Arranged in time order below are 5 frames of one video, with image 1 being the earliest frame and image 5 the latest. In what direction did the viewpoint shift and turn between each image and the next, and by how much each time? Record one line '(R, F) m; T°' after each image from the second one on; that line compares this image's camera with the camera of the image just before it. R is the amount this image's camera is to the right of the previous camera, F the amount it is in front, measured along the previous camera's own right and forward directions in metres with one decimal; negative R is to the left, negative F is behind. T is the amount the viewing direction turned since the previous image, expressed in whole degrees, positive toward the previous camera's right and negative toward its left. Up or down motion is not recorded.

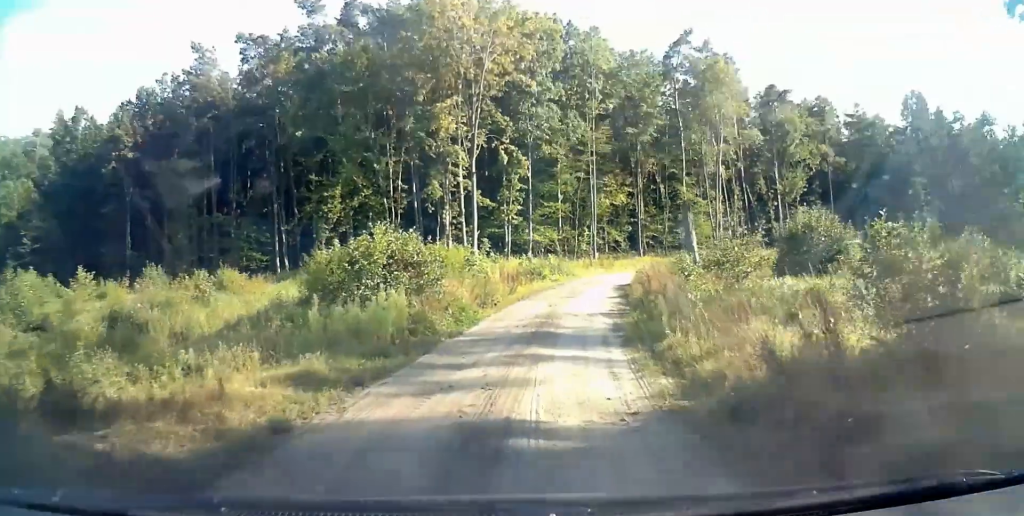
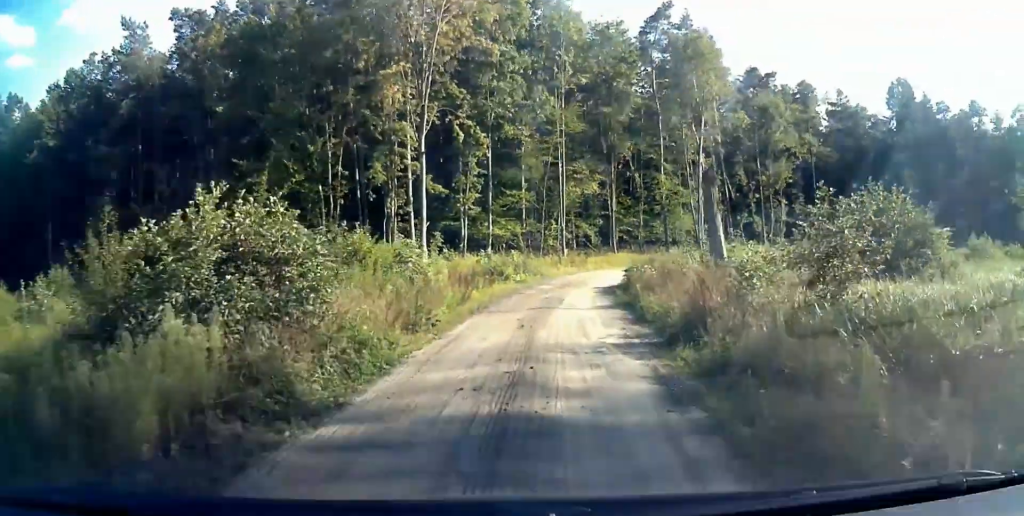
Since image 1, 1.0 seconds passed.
(+0.7, +7.5) m; +13°
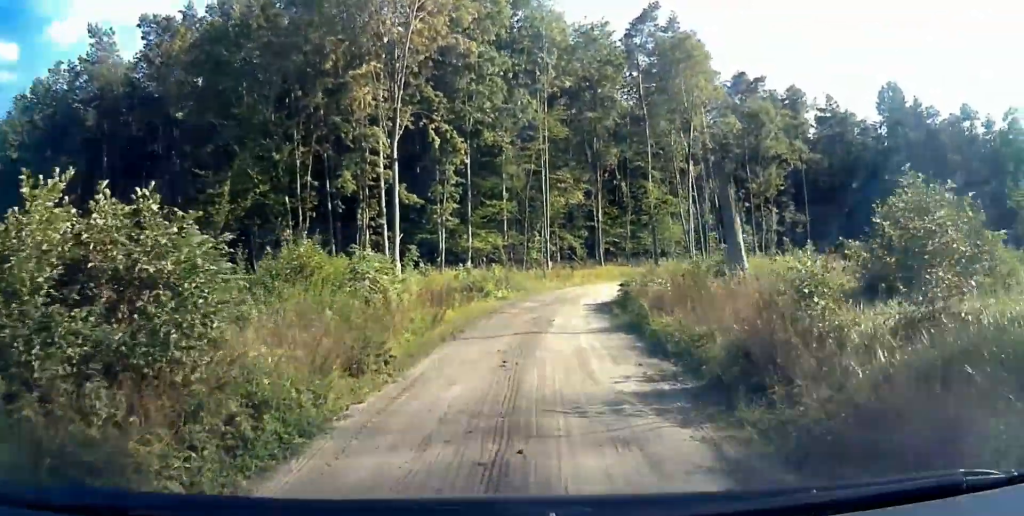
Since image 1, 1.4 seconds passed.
(+0.3, +3.0) m; +5°
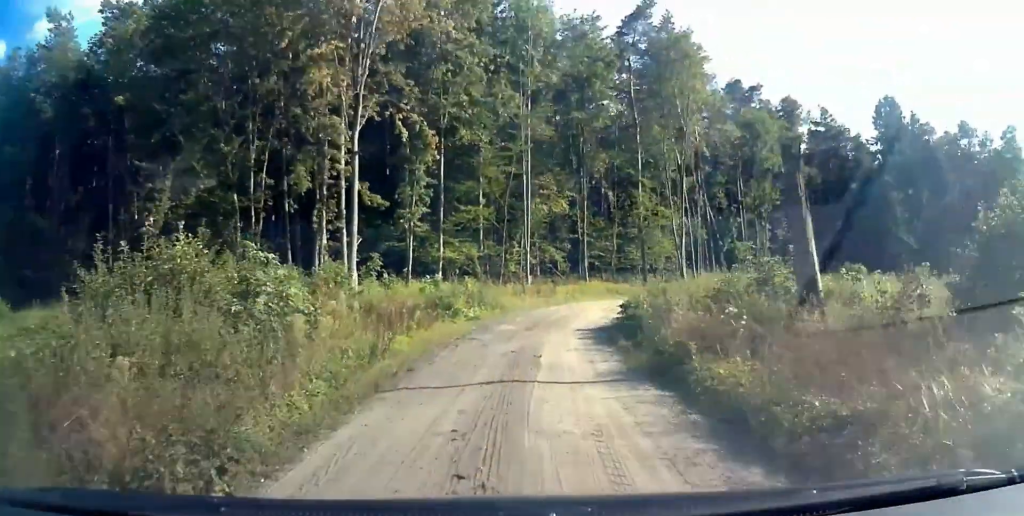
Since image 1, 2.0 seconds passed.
(+0.3, +4.8) m; +3°
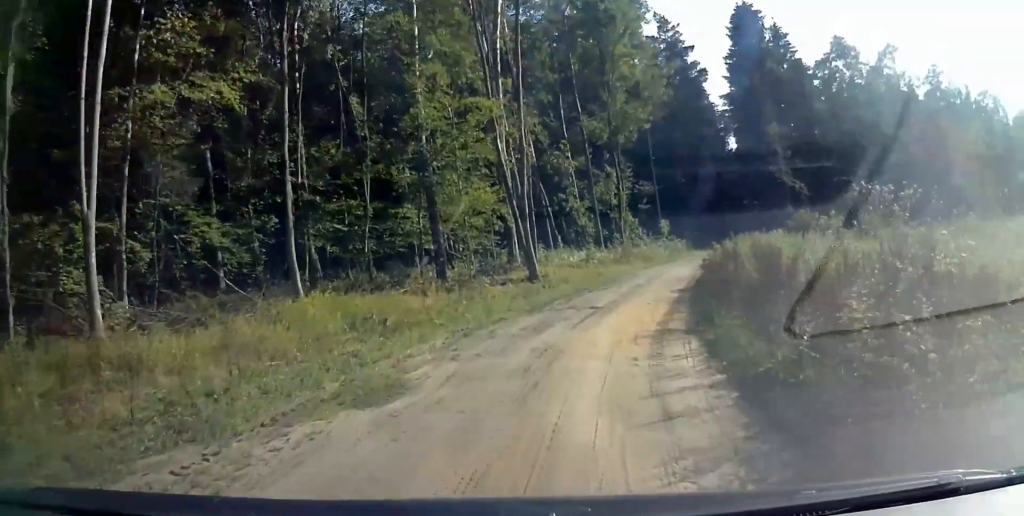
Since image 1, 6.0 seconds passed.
(-0.7, +30.5) m; 0°
